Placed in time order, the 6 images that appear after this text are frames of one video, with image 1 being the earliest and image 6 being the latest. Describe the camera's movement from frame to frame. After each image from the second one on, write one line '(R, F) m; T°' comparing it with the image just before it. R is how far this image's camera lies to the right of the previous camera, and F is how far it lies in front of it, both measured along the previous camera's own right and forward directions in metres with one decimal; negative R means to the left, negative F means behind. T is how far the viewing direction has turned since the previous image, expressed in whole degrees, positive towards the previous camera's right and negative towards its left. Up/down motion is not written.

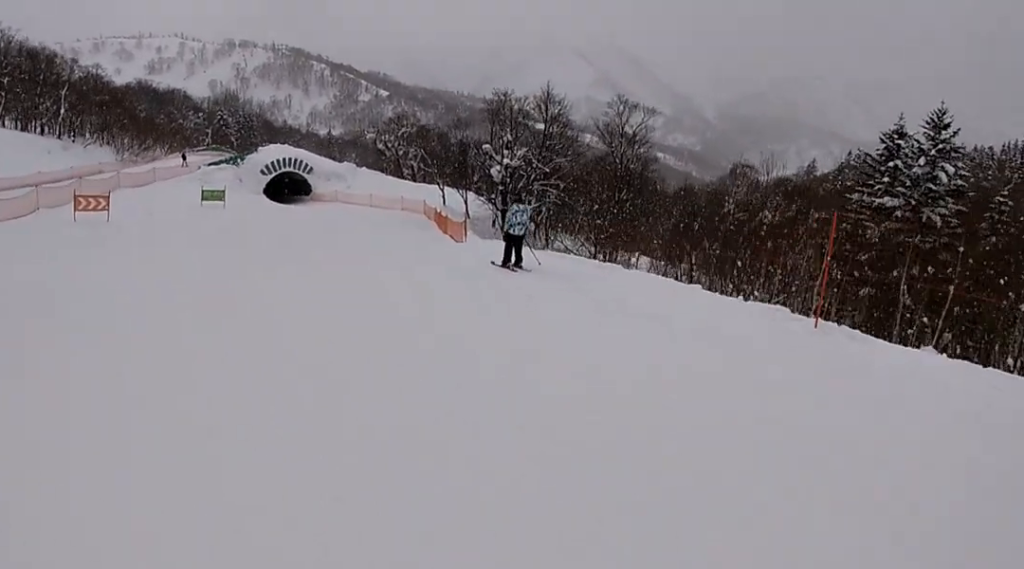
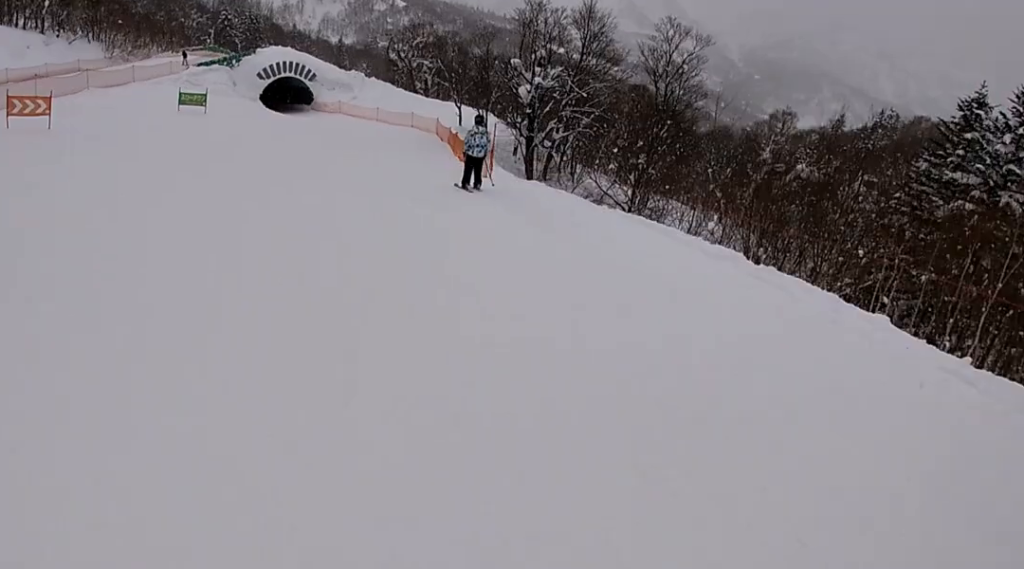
(+0.5, +4.6) m; -3°
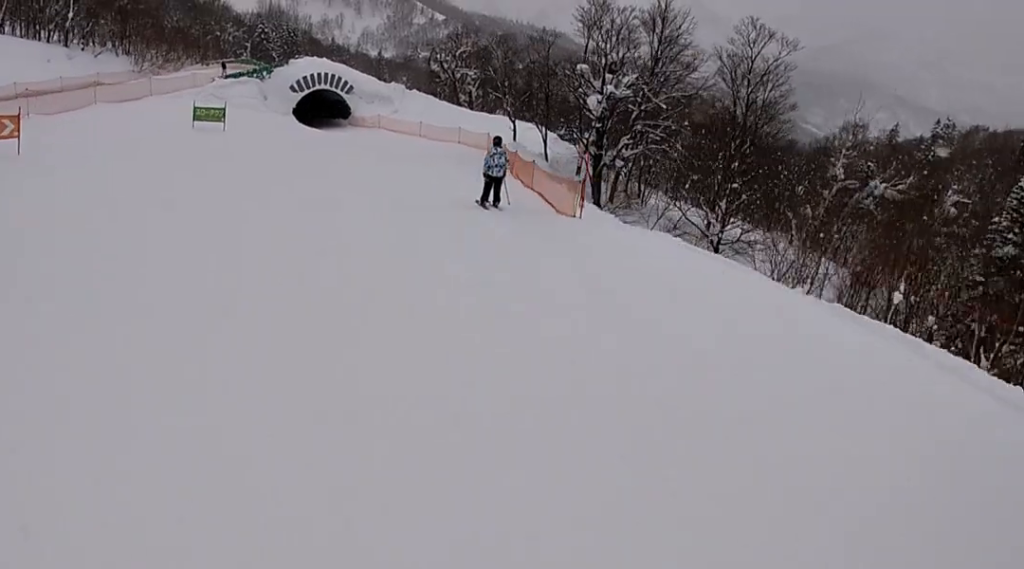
(-0.5, +5.1) m; -5°
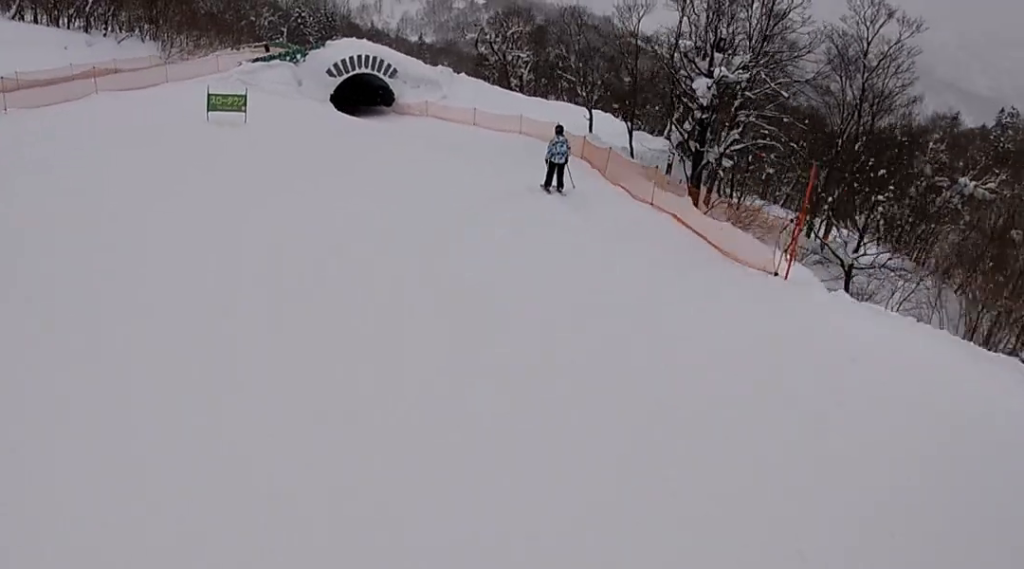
(-0.6, +5.8) m; -5°
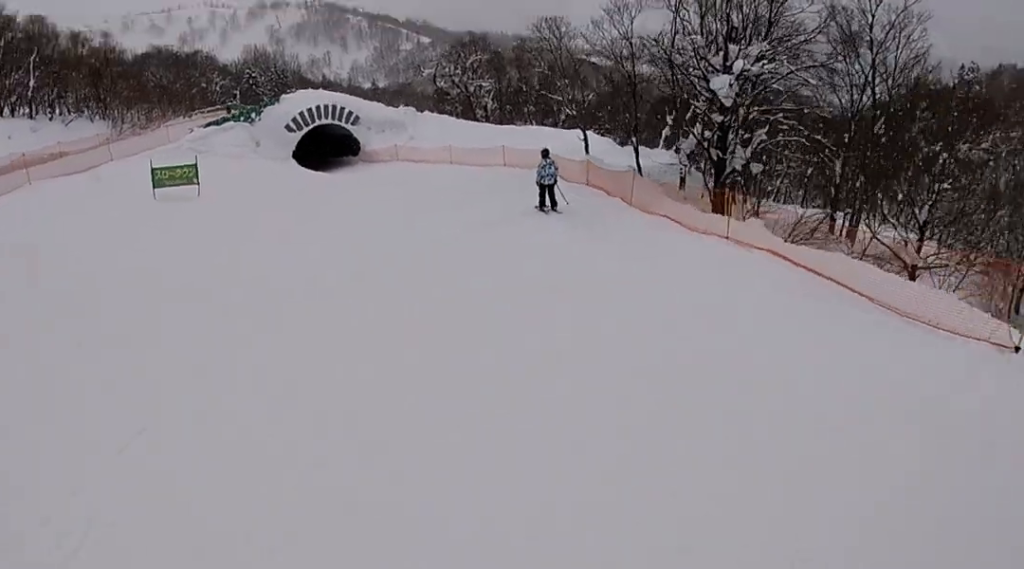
(0.0, +3.9) m; +5°
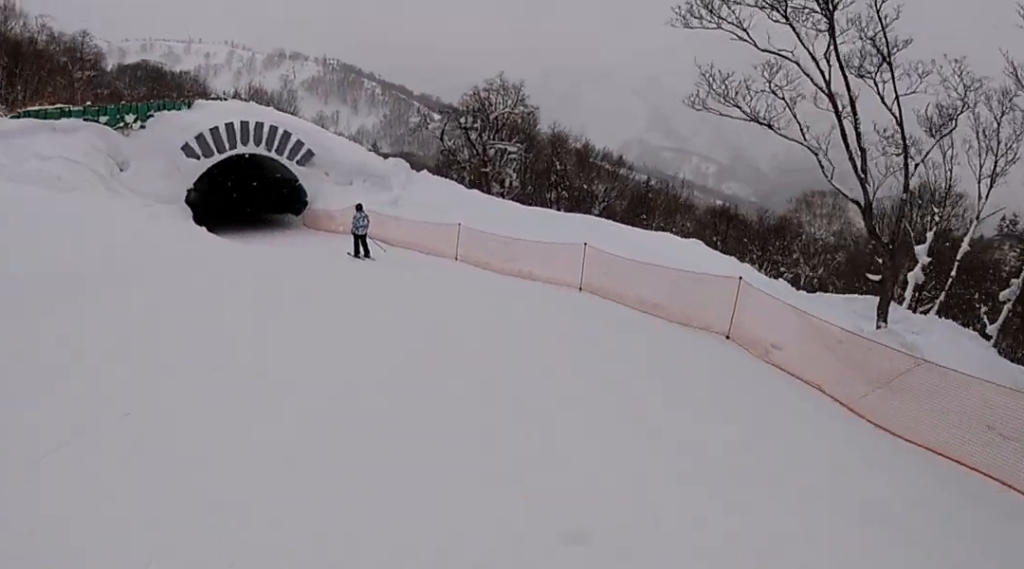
(+4.1, +20.2) m; +9°
